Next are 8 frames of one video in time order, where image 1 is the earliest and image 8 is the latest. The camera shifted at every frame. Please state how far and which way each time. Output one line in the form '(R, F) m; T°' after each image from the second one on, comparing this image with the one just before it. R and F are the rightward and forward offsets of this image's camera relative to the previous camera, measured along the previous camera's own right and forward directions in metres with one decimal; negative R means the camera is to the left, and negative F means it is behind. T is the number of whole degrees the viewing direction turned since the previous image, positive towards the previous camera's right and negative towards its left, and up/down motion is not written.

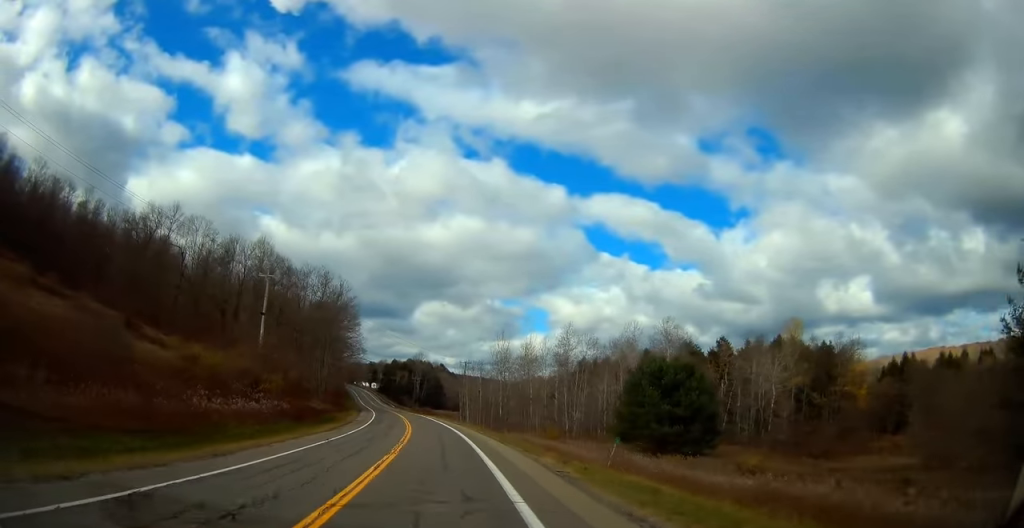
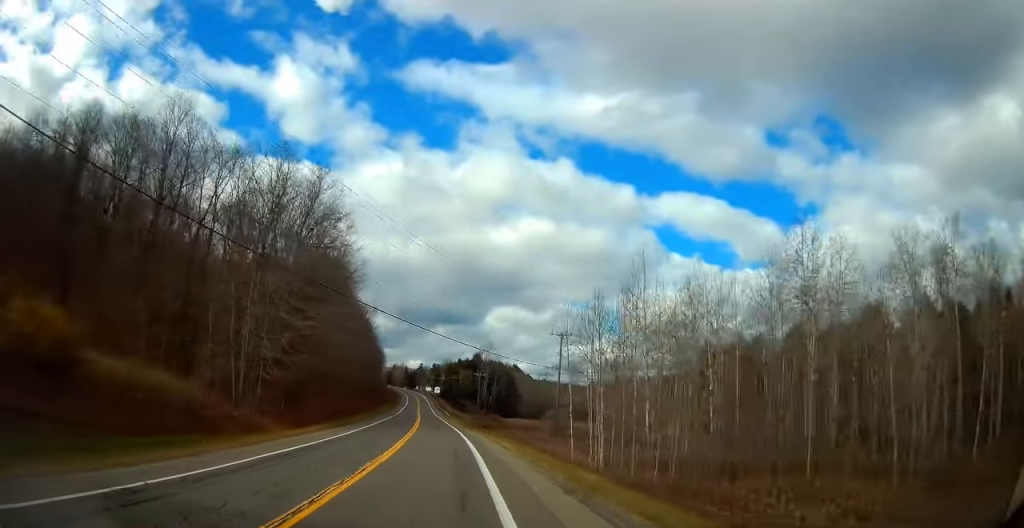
(-3.3, +53.9) m; -8°
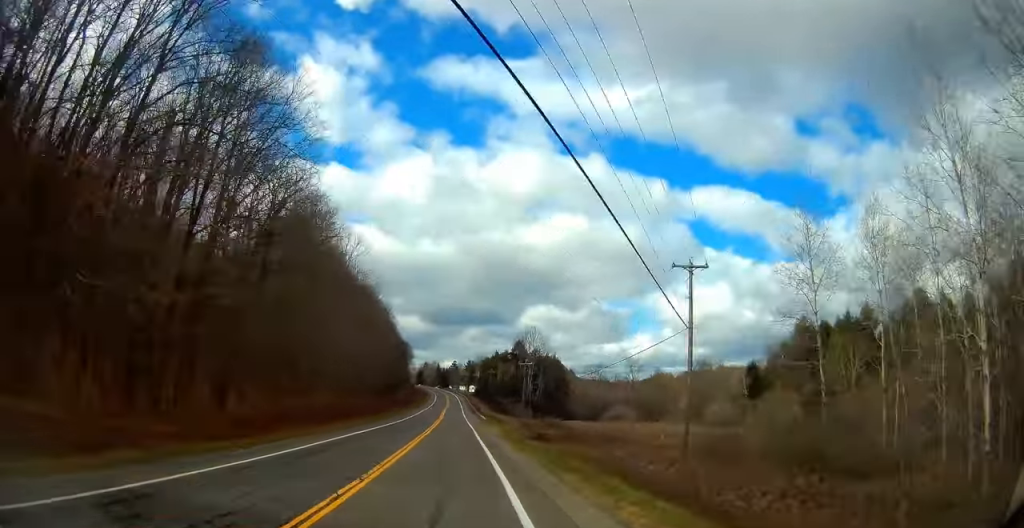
(-1.2, +32.7) m; -3°
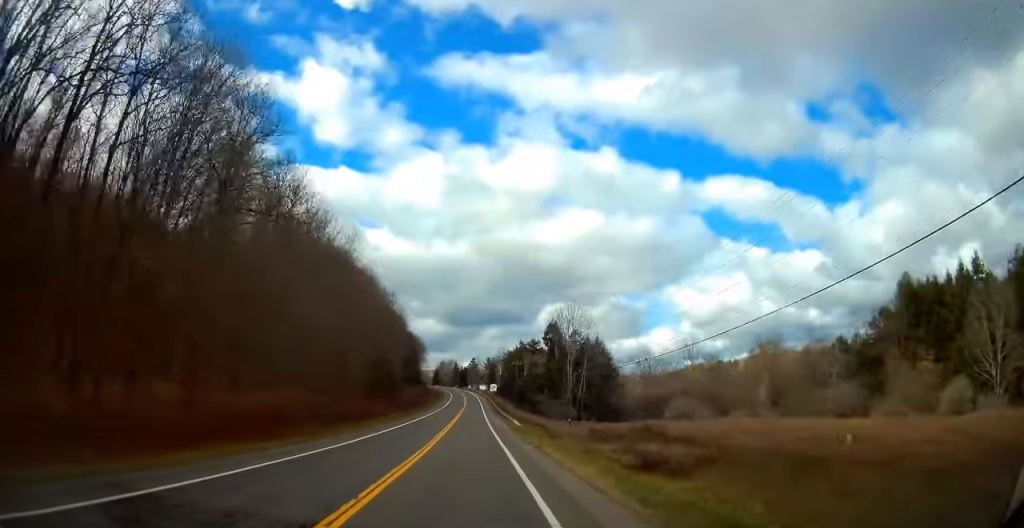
(-0.4, +30.2) m; -2°
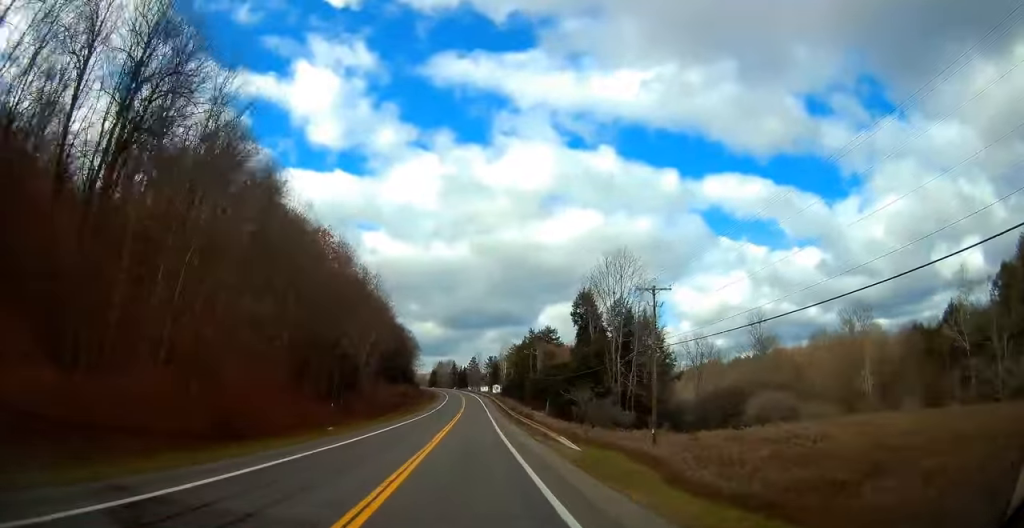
(-0.6, +32.9) m; -2°
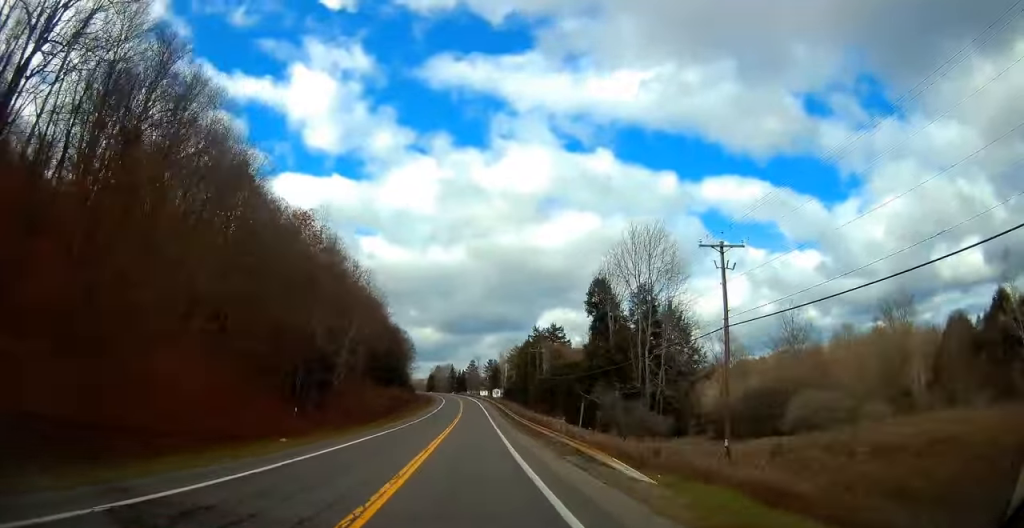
(-0.1, +11.5) m; 0°
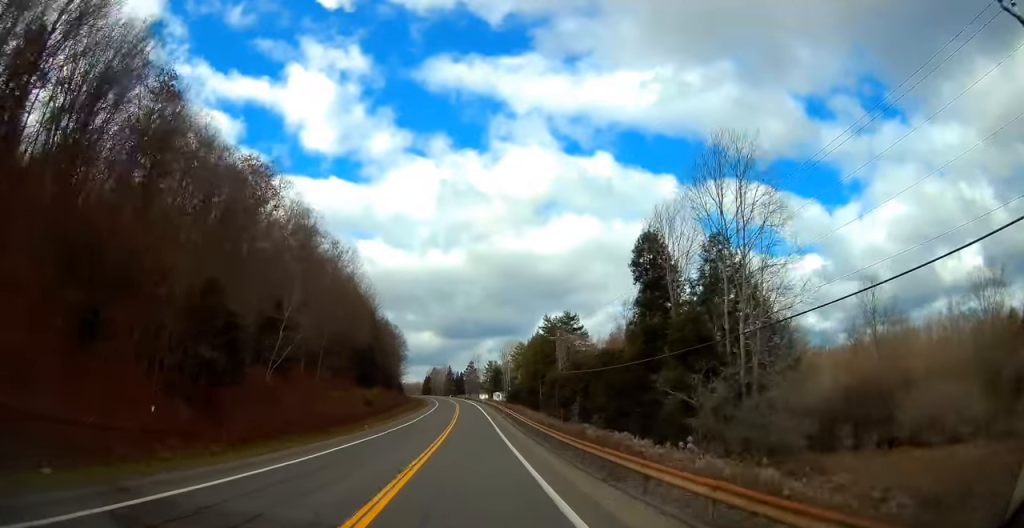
(-0.1, +20.4) m; 0°
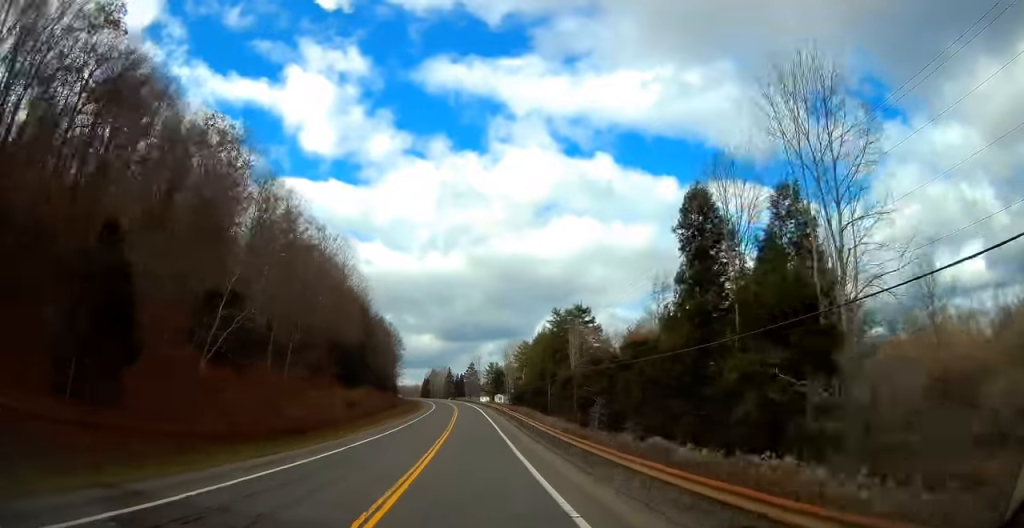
(+0.1, +11.5) m; 0°
